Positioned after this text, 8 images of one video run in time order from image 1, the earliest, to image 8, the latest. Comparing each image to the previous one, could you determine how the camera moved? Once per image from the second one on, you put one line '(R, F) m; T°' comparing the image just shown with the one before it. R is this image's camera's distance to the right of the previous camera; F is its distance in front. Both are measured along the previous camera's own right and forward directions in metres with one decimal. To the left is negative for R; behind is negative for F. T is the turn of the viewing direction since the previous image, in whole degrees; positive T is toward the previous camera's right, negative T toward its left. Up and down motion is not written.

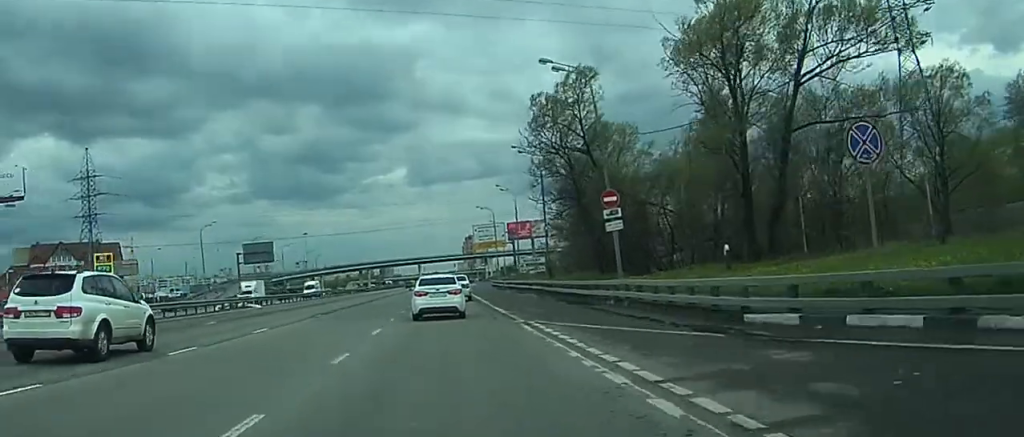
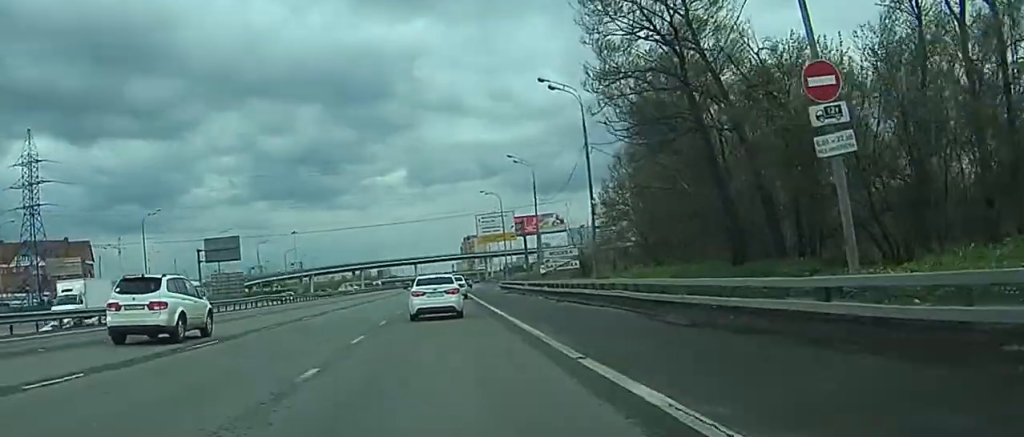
(+0.3, +32.5) m; 0°
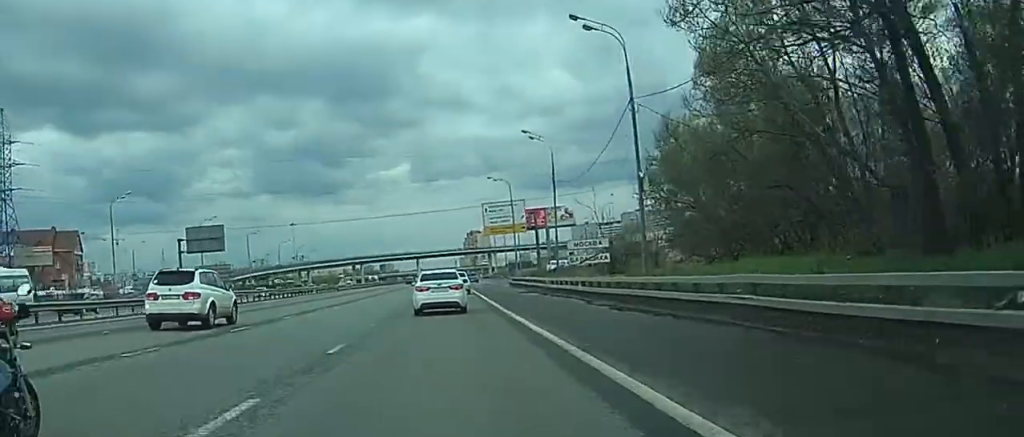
(-0.1, +14.1) m; 0°
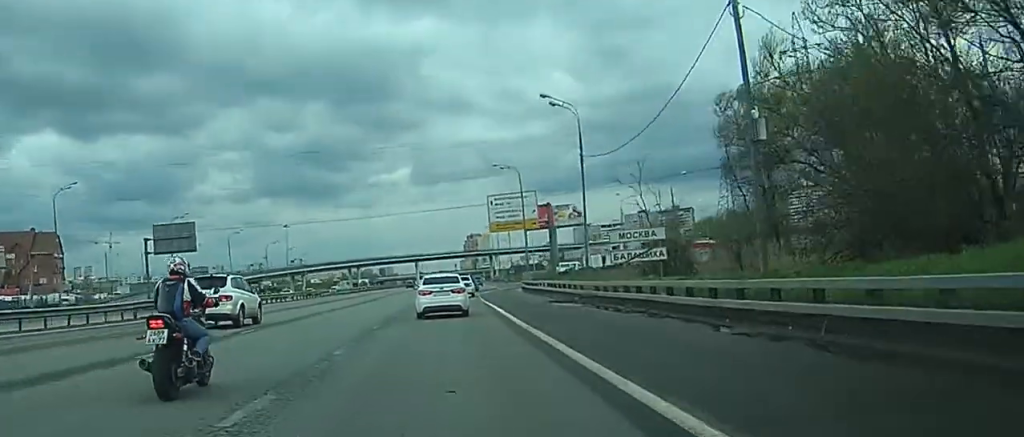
(0.0, +16.9) m; 0°
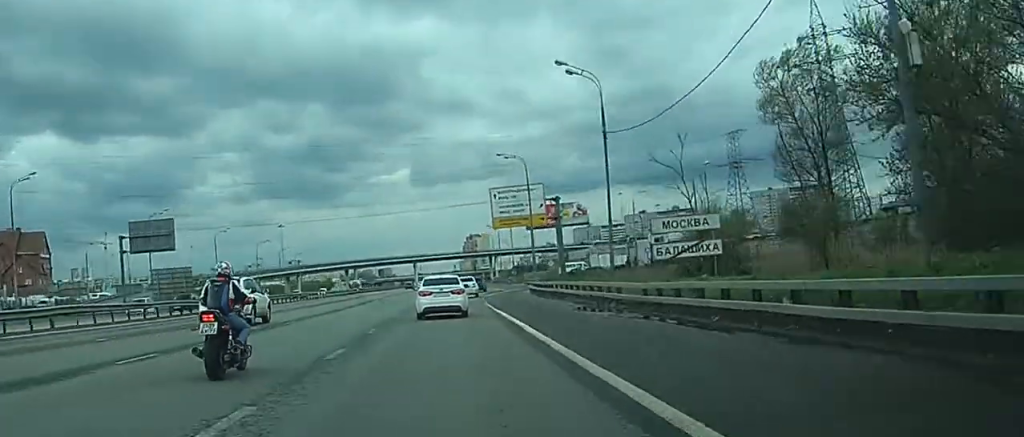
(0.0, +9.6) m; 0°
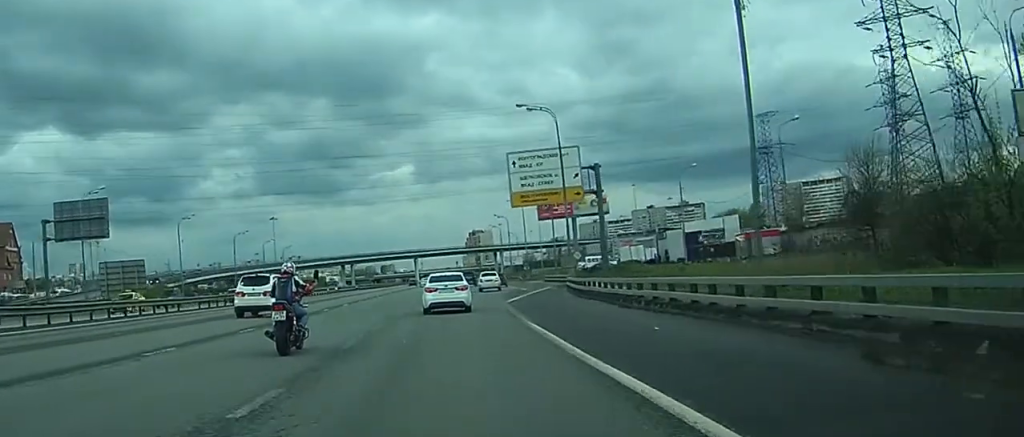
(-0.3, +22.7) m; +1°
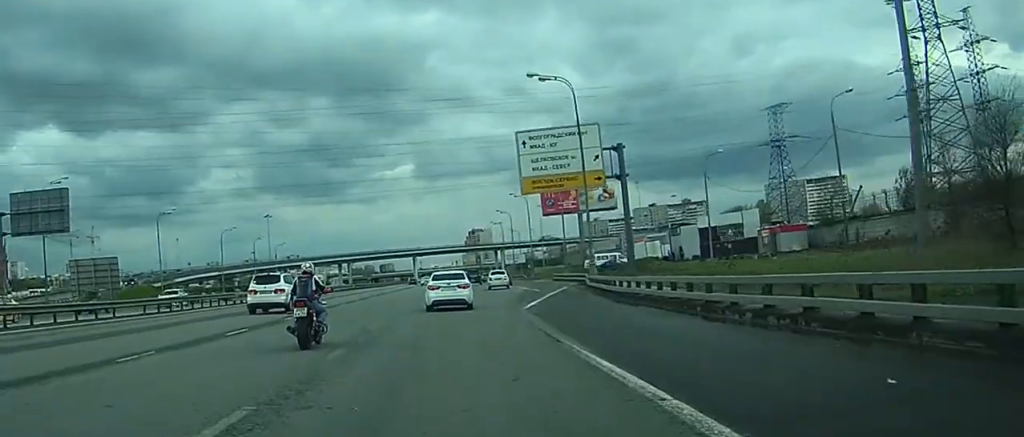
(0.0, +8.8) m; +1°
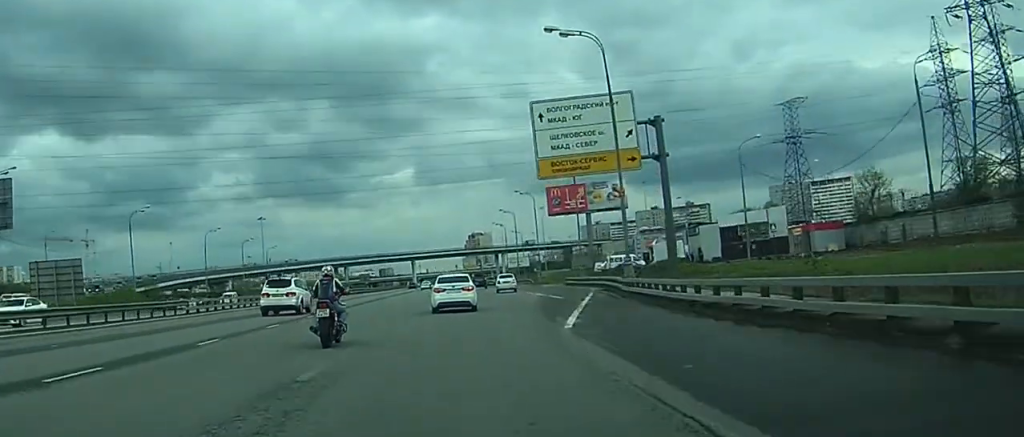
(+0.4, +9.4) m; +1°
